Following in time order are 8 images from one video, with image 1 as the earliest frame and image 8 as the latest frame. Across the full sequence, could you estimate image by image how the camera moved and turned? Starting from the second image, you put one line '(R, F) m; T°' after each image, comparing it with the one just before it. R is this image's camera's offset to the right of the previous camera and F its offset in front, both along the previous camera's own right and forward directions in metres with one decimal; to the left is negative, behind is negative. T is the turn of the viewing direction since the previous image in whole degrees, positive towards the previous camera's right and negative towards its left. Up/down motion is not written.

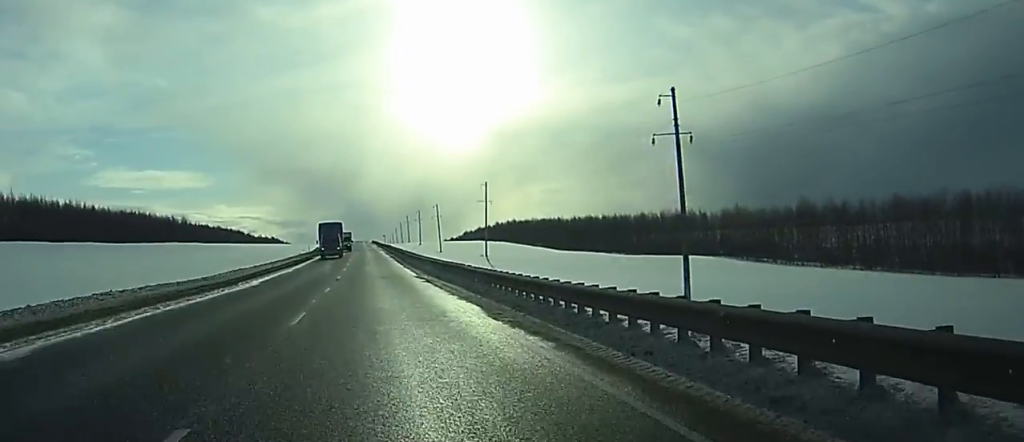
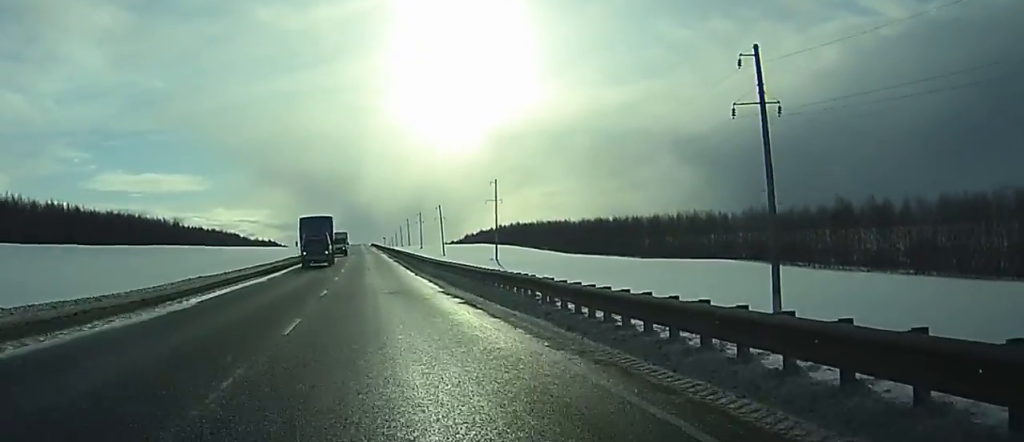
(0.0, +13.7) m; 0°
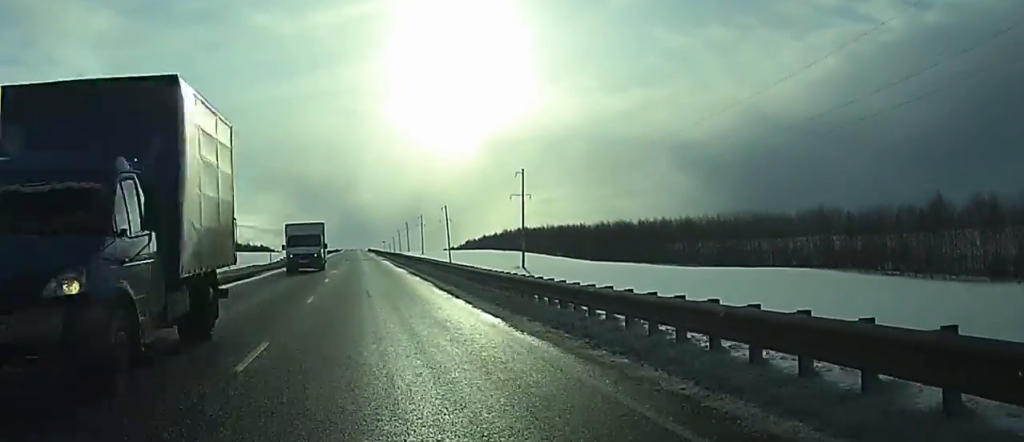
(+0.1, +28.4) m; 0°
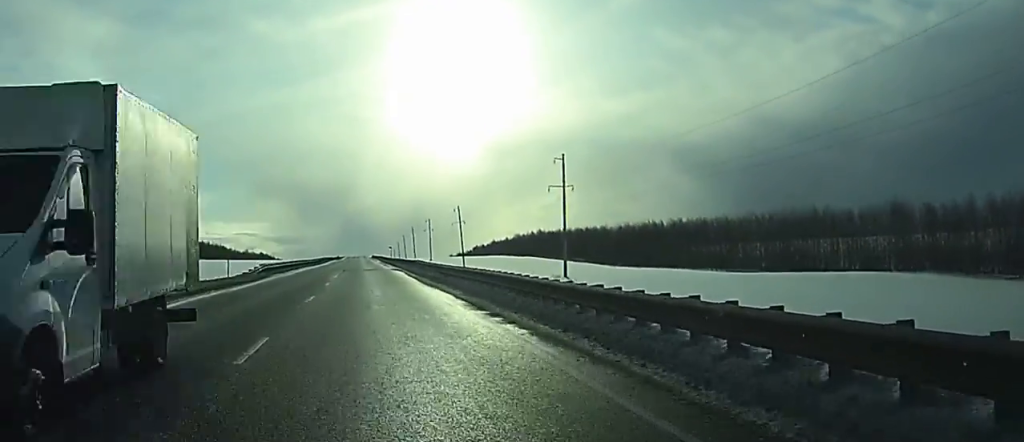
(0.0, +23.6) m; 0°
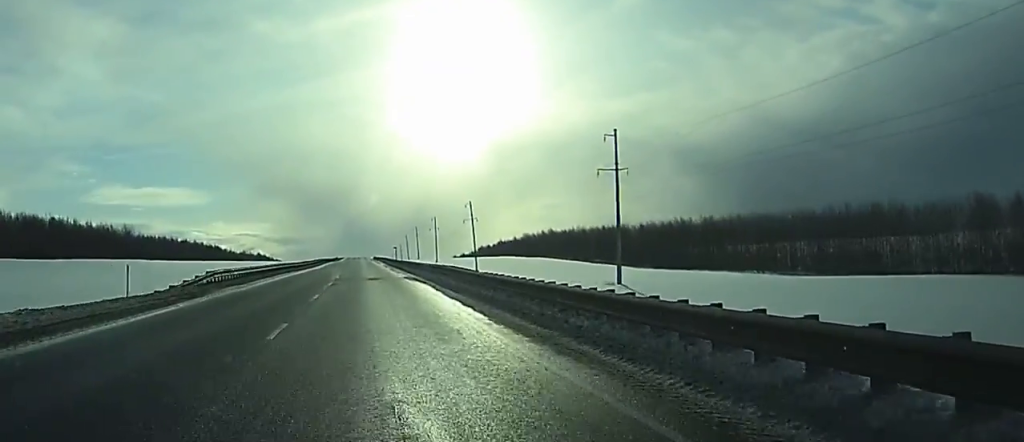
(0.0, +20.6) m; 0°
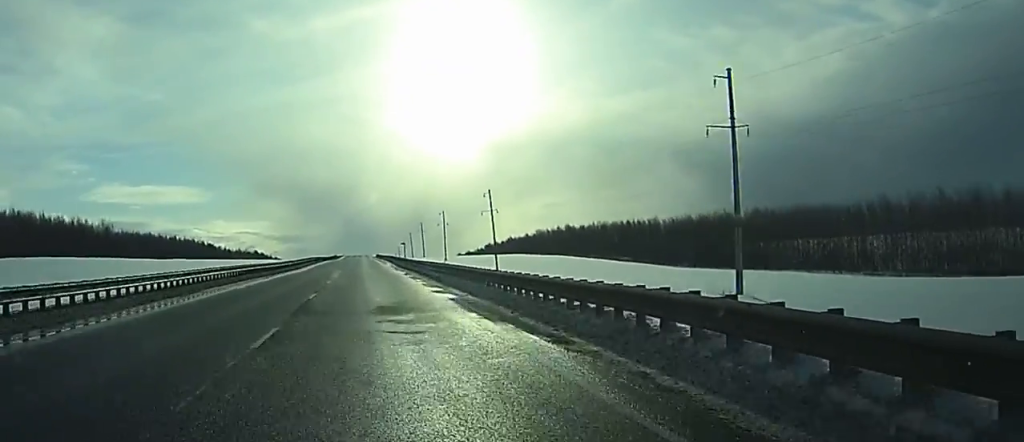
(0.0, +25.4) m; 0°
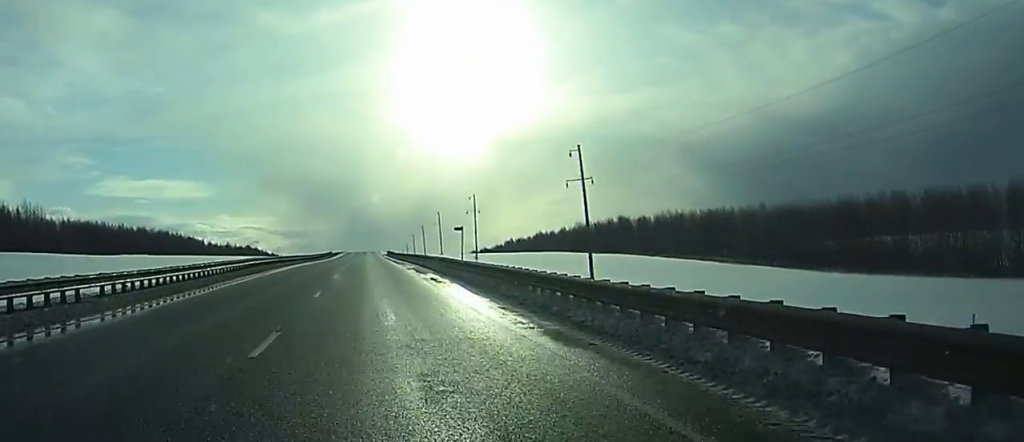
(+0.2, +61.2) m; 0°
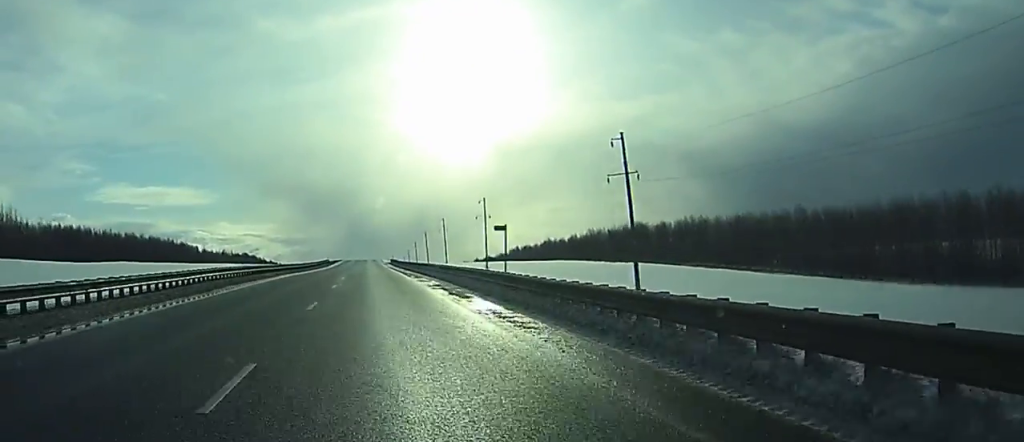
(0.0, +15.5) m; 0°
